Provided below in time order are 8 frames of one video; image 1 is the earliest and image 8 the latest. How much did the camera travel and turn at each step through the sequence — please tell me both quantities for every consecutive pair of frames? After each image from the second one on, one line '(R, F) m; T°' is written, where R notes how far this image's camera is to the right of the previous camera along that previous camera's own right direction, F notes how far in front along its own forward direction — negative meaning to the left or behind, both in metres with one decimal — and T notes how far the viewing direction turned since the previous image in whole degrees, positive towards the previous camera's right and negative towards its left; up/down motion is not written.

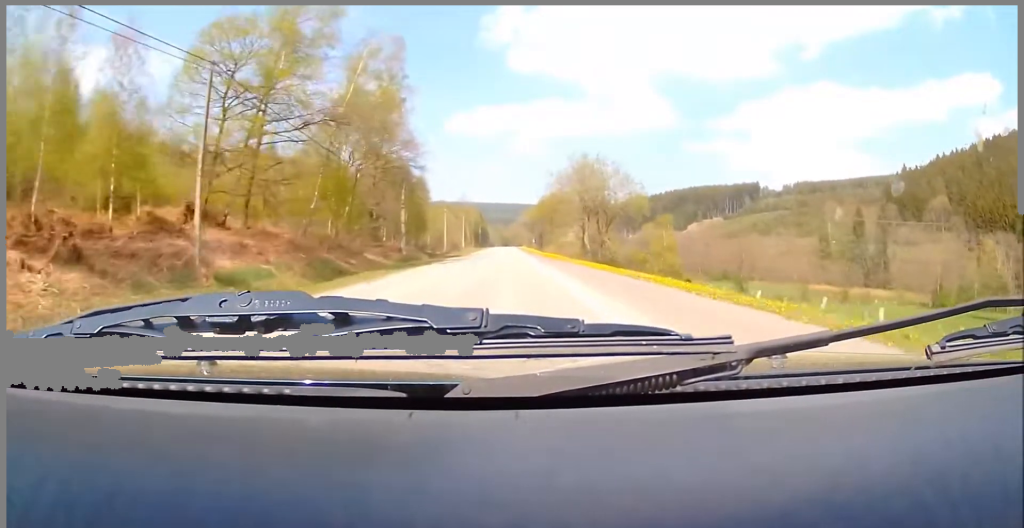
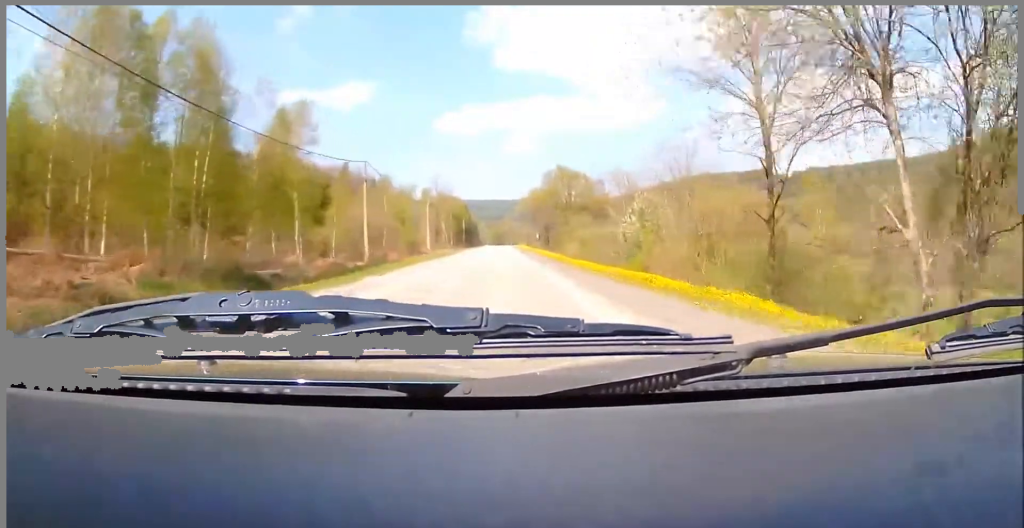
(+0.3, +51.9) m; 0°
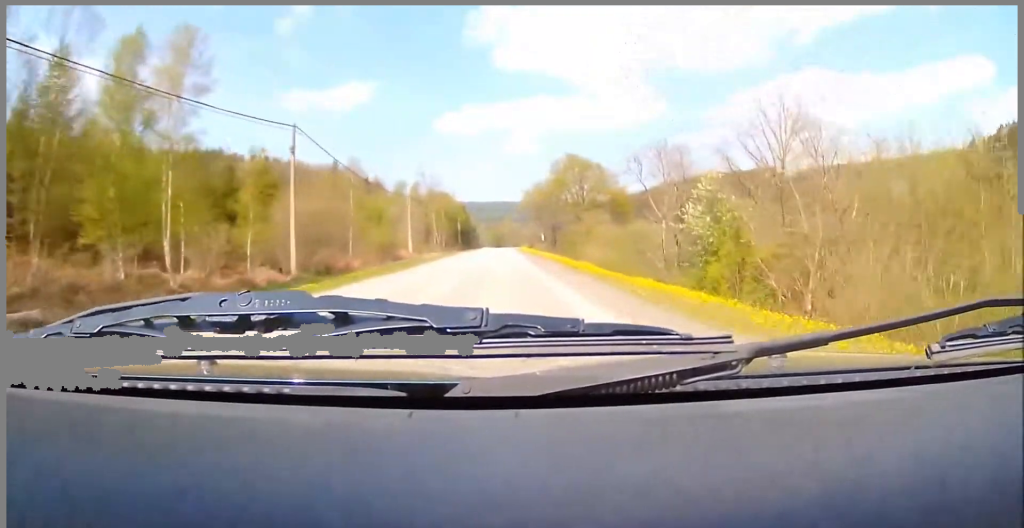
(-0.2, +16.5) m; 0°
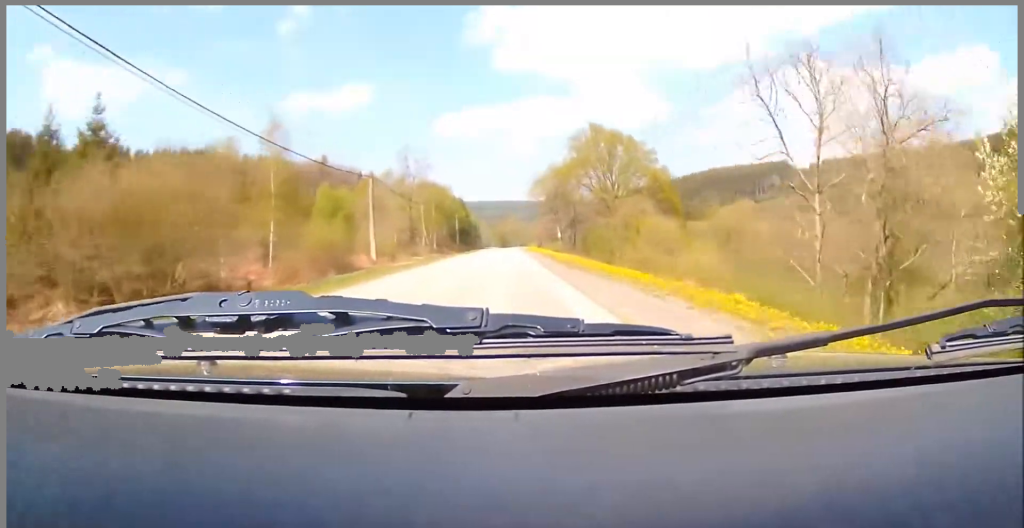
(0.0, +22.0) m; +2°
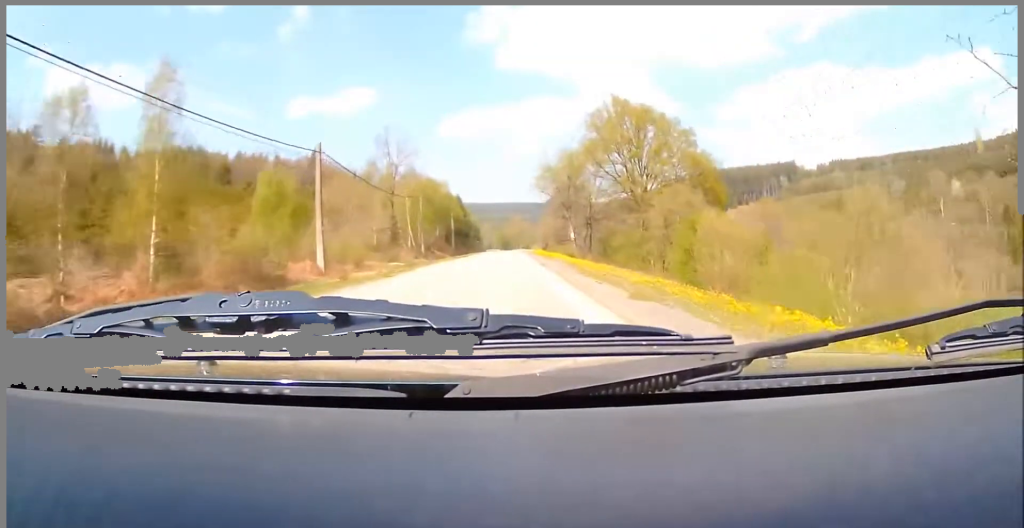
(+0.4, +14.1) m; 0°
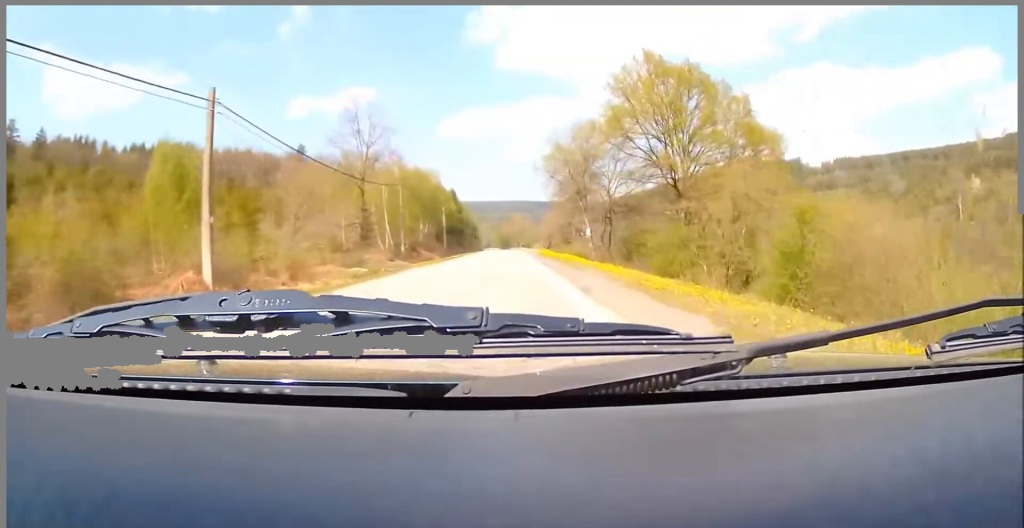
(+0.1, +13.4) m; 0°
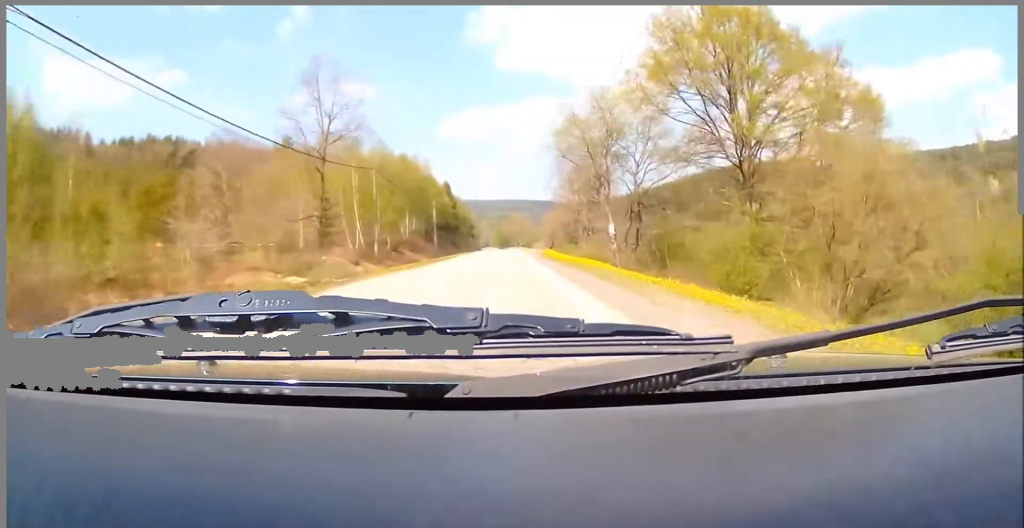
(-0.3, +11.9) m; -1°
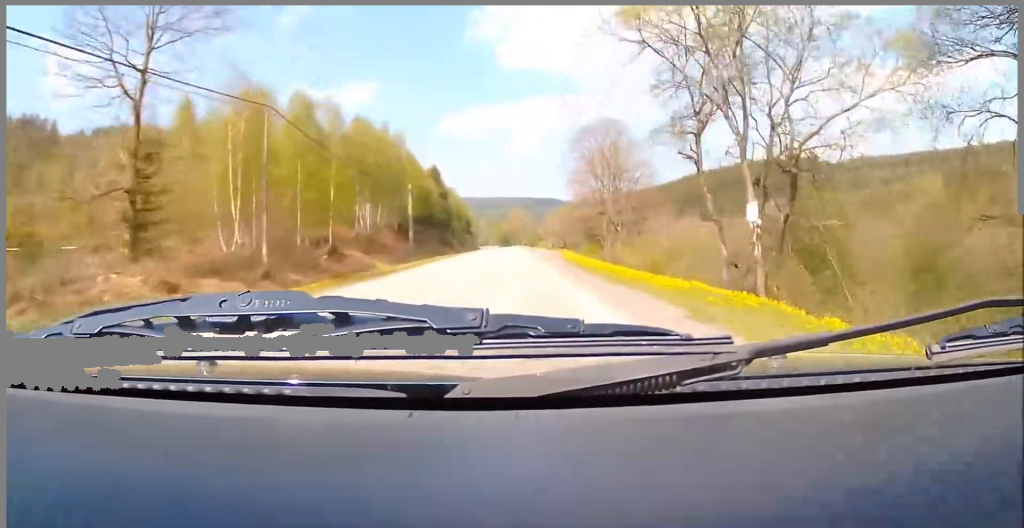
(-0.2, +23.2) m; 0°
